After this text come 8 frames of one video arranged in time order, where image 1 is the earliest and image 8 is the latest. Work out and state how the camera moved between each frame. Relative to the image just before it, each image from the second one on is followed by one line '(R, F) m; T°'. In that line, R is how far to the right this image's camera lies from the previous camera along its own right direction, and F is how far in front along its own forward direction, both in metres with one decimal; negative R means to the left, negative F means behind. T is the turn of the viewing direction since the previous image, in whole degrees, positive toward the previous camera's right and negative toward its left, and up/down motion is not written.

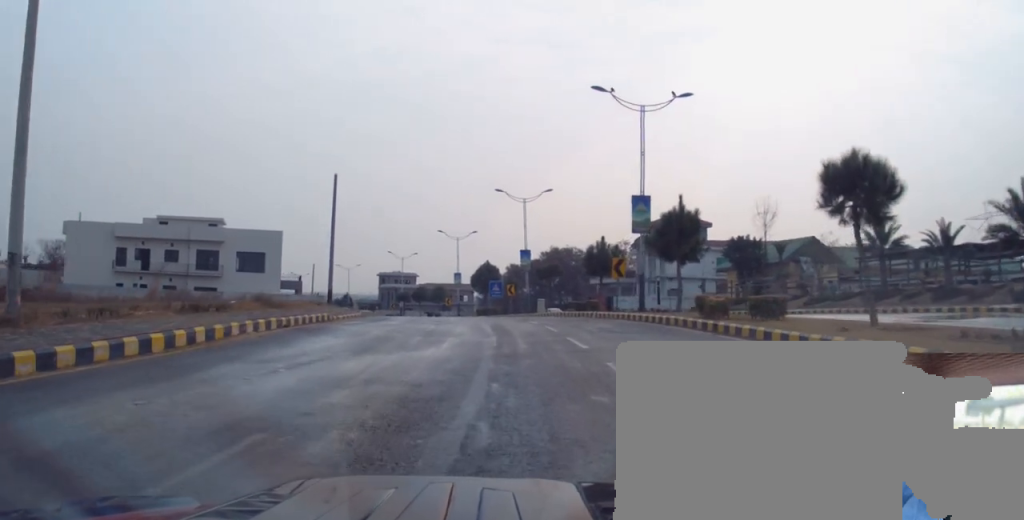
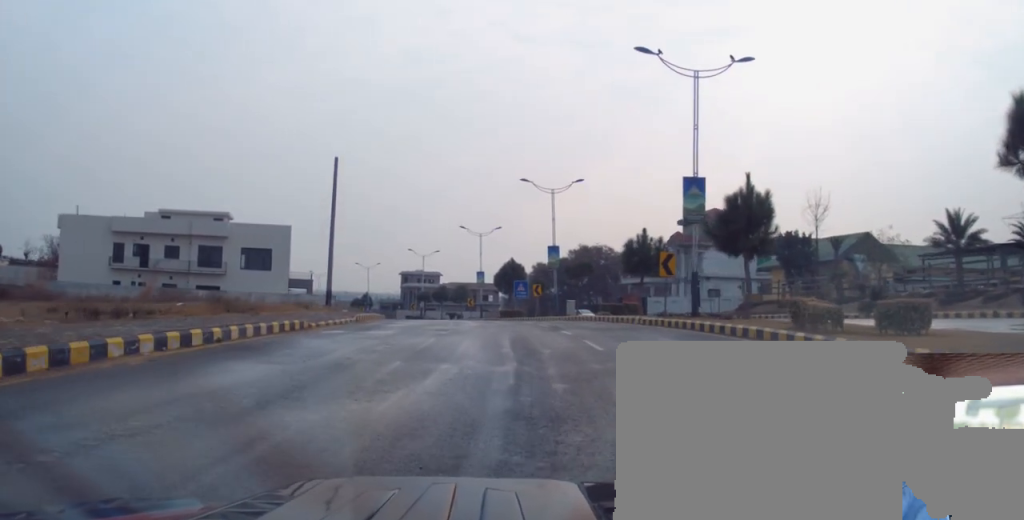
(+0.1, +5.9) m; 0°
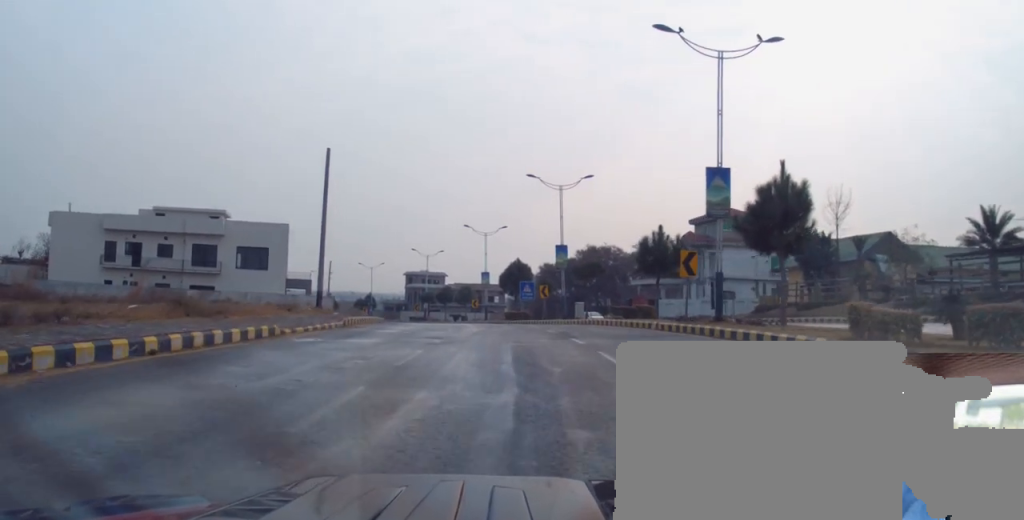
(-0.2, +2.8) m; -1°
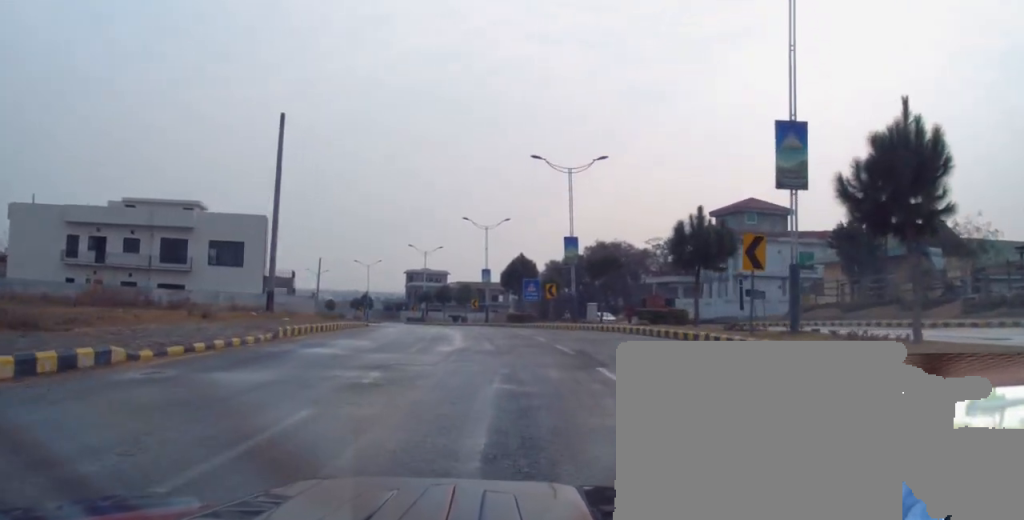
(+0.2, +7.5) m; -1°
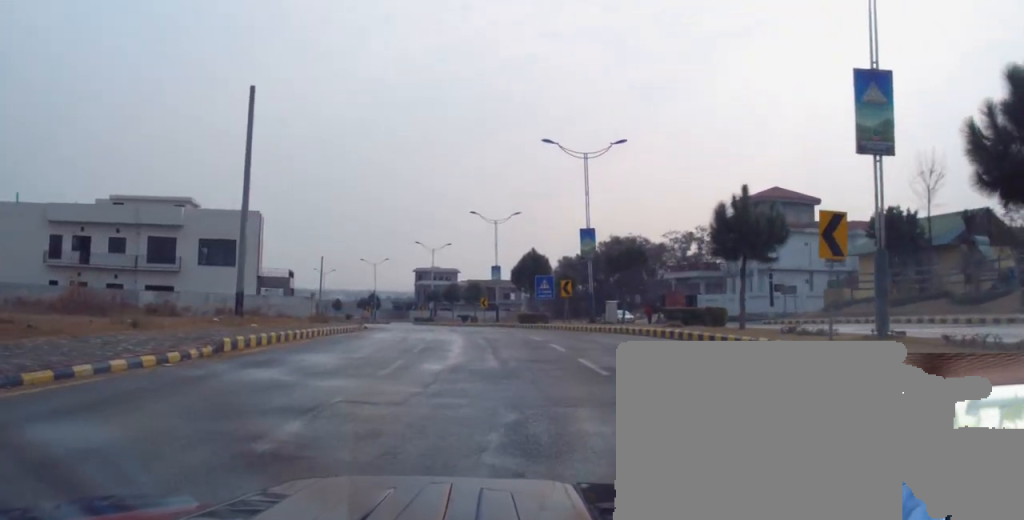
(-0.2, +4.2) m; -3°
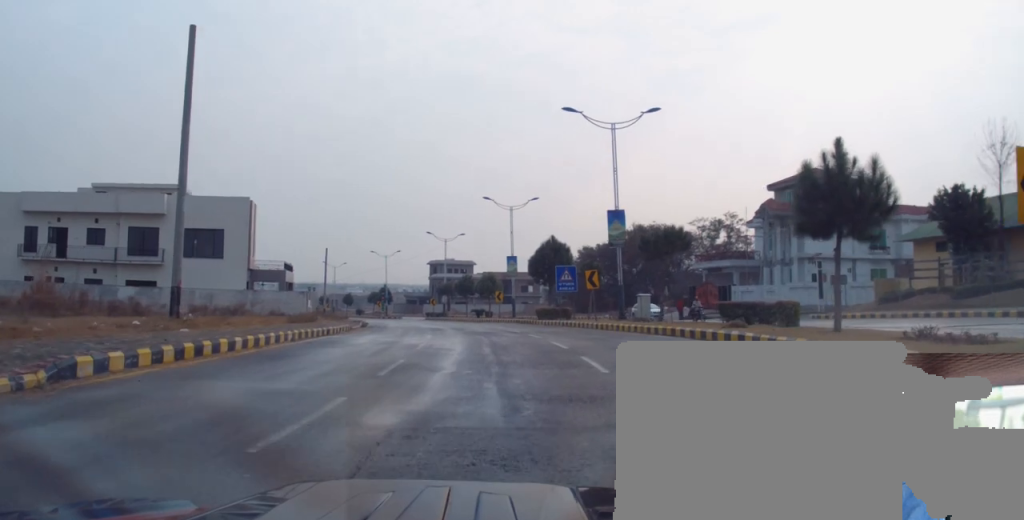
(-0.2, +6.0) m; -2°
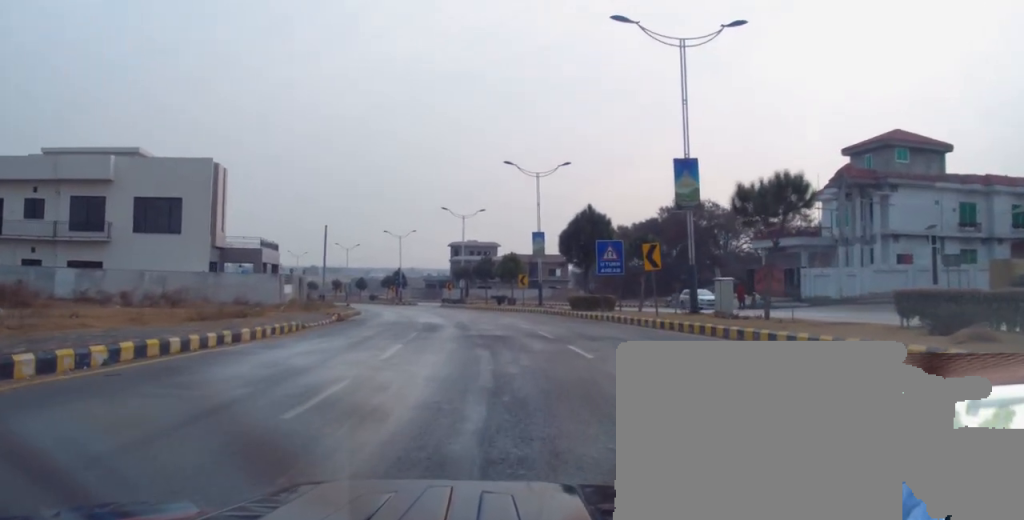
(-0.1, +10.7) m; -2°
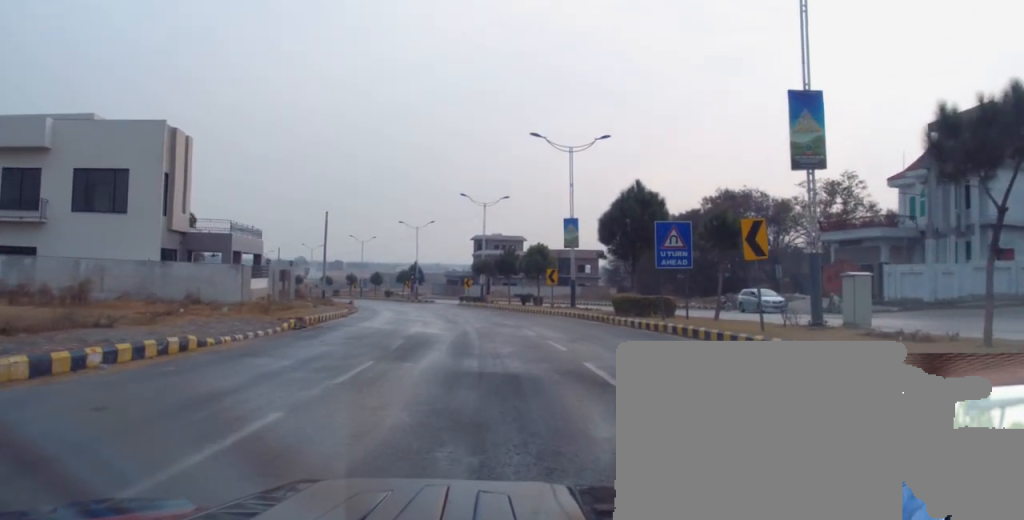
(-0.5, +9.2) m; -3°
